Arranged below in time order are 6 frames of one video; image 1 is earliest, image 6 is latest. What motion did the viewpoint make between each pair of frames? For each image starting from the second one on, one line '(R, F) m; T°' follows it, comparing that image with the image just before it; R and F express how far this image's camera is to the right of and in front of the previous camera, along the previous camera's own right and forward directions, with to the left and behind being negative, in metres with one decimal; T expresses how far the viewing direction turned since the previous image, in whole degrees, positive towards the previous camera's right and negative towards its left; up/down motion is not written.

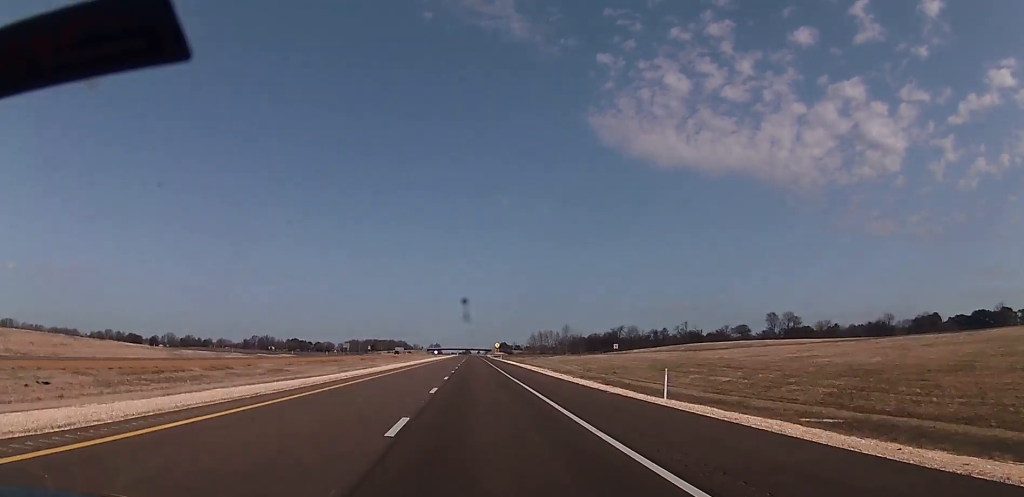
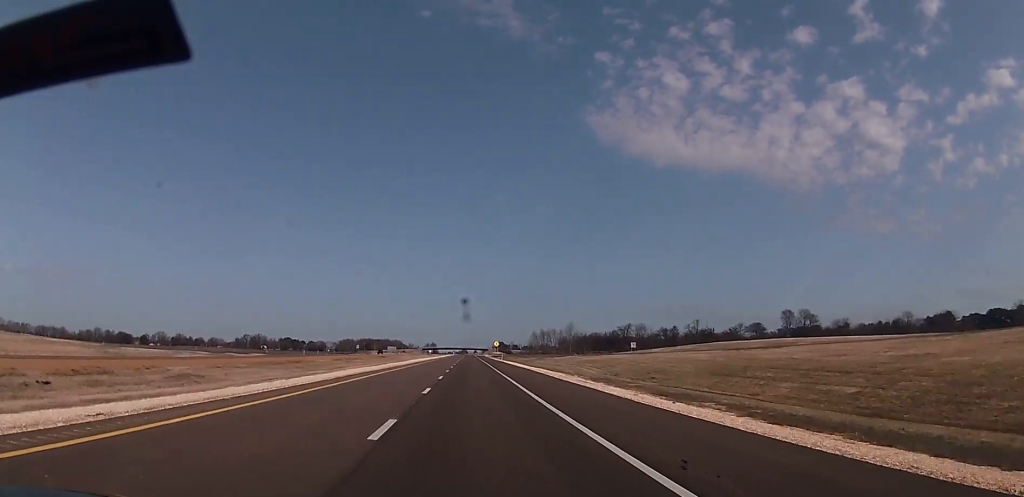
(0.0, +24.9) m; 0°
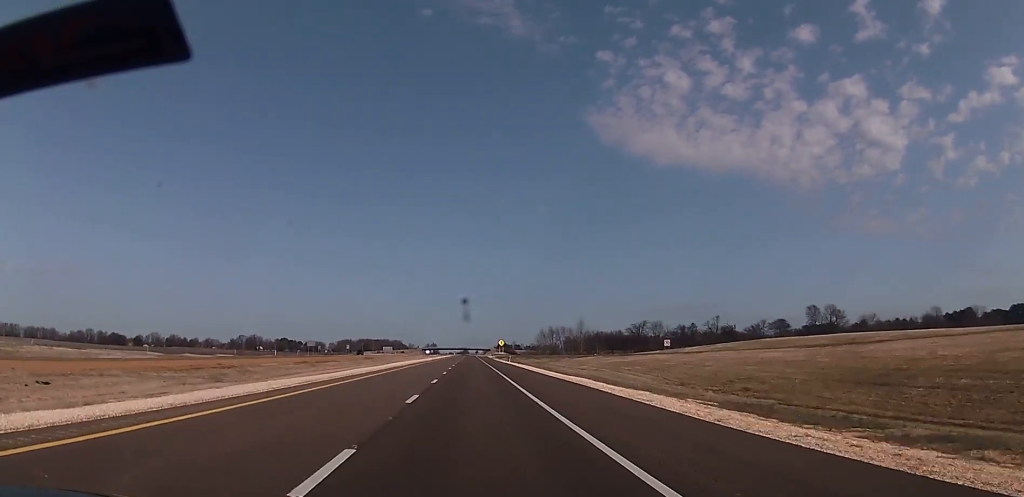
(0.0, +28.4) m; 0°
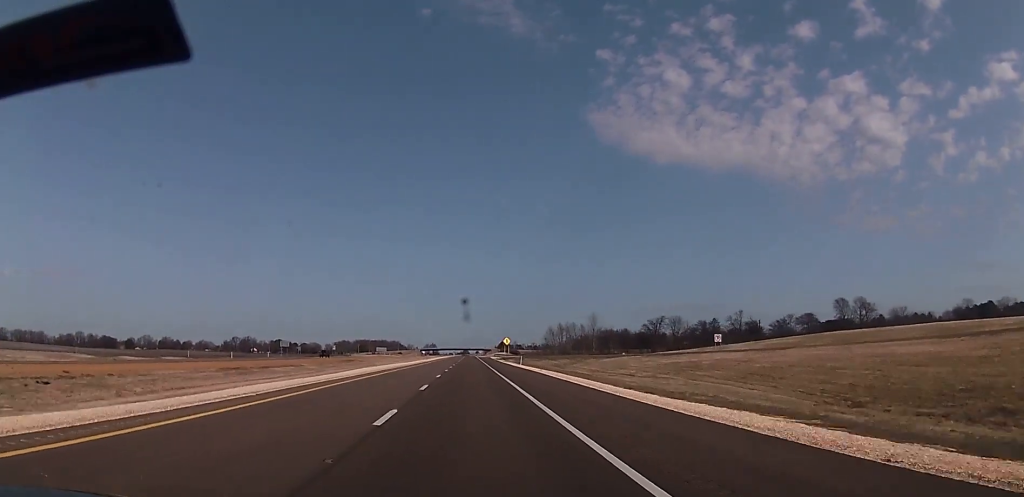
(0.0, +29.5) m; 0°
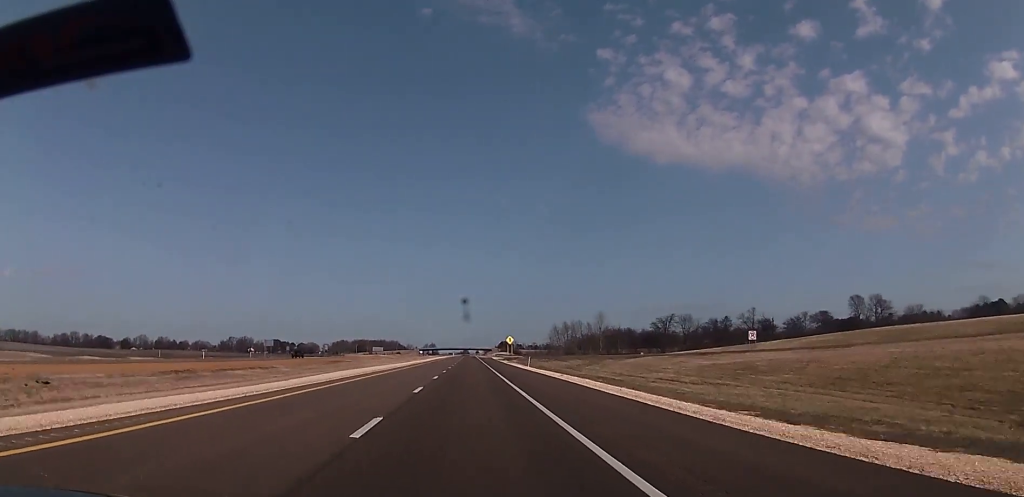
(0.0, +14.1) m; 0°
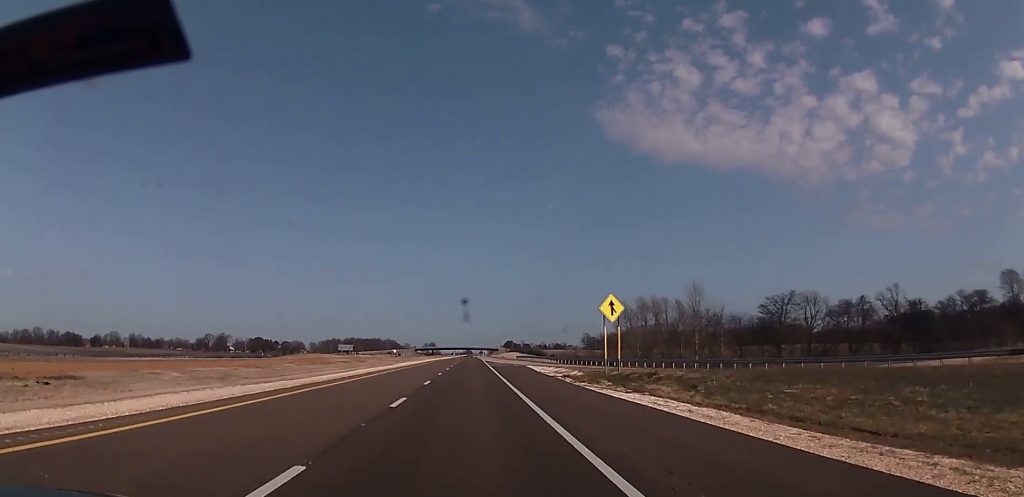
(0.0, +103.7) m; 0°
